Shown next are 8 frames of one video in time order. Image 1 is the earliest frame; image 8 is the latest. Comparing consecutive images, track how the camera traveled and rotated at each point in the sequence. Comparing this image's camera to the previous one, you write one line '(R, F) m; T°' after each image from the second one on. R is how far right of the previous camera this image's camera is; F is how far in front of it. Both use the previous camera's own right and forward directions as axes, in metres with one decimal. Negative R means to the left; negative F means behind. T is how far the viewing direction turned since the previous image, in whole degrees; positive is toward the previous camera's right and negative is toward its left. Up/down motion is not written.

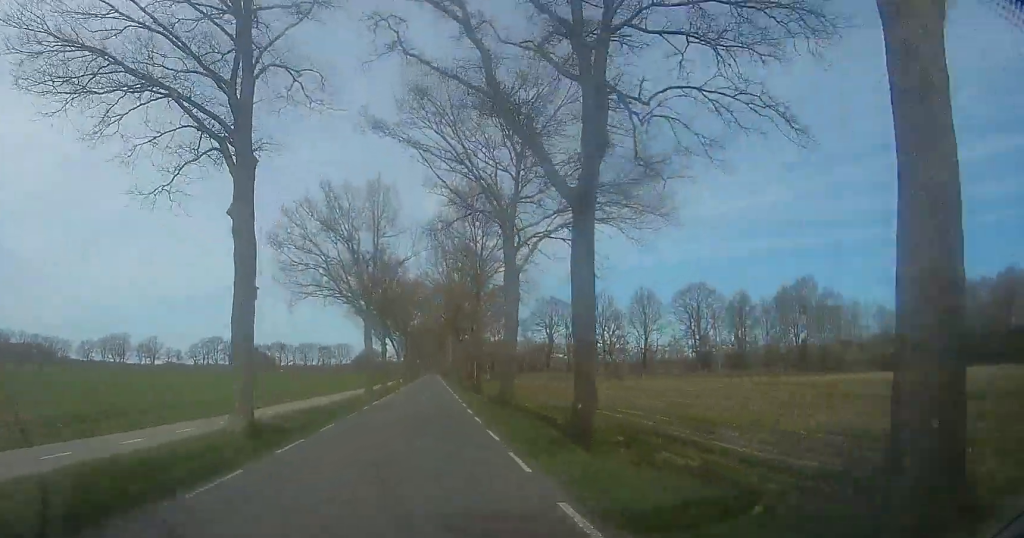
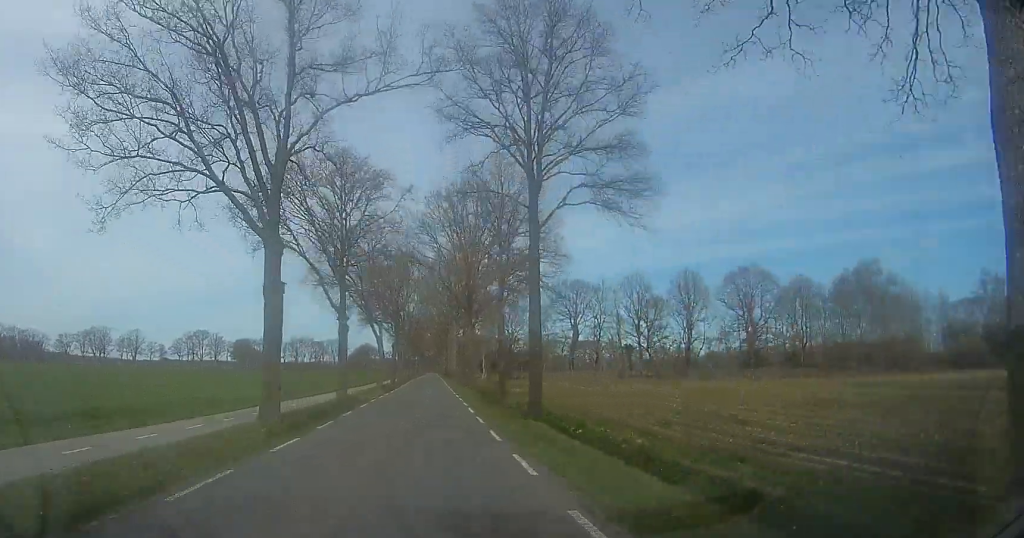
(+0.5, +20.4) m; +1°
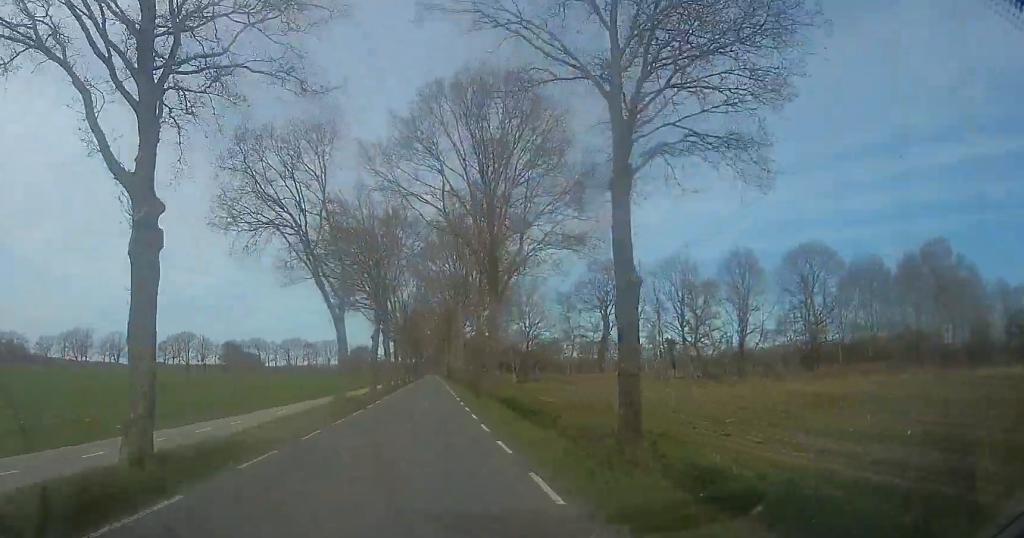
(0.0, +17.5) m; -1°
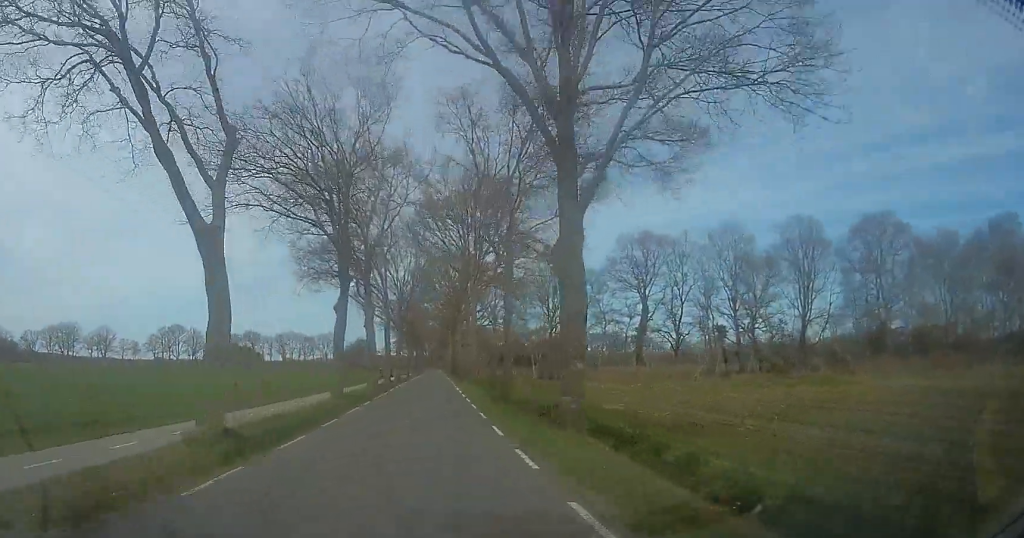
(-0.2, +14.1) m; 0°
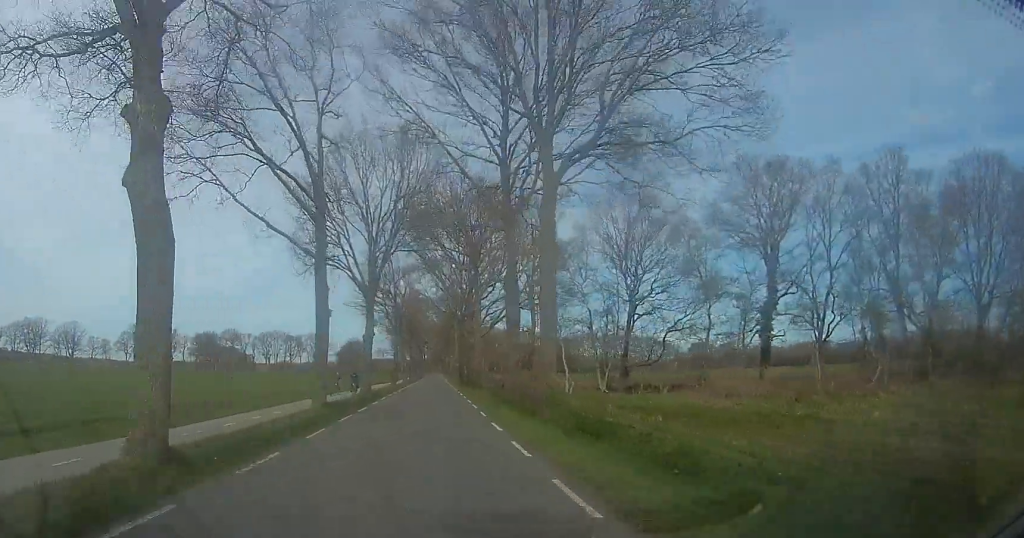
(+1.1, +26.4) m; +1°
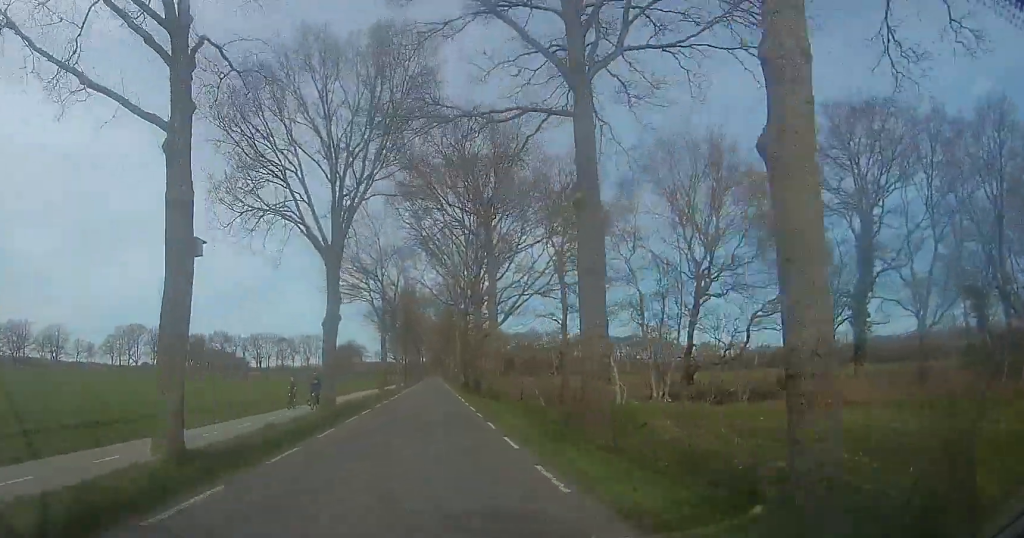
(-0.6, +10.5) m; -1°
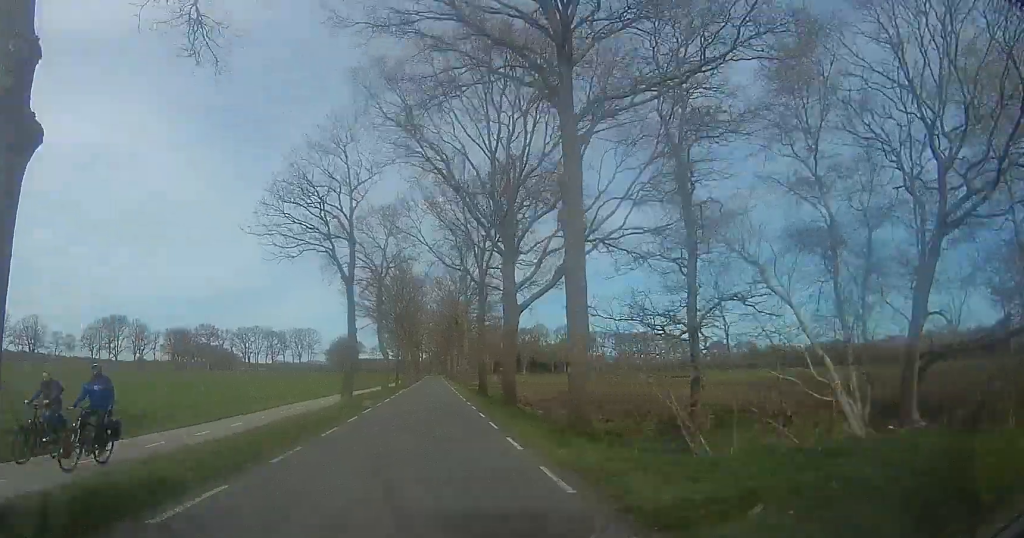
(-0.5, +15.8) m; -1°
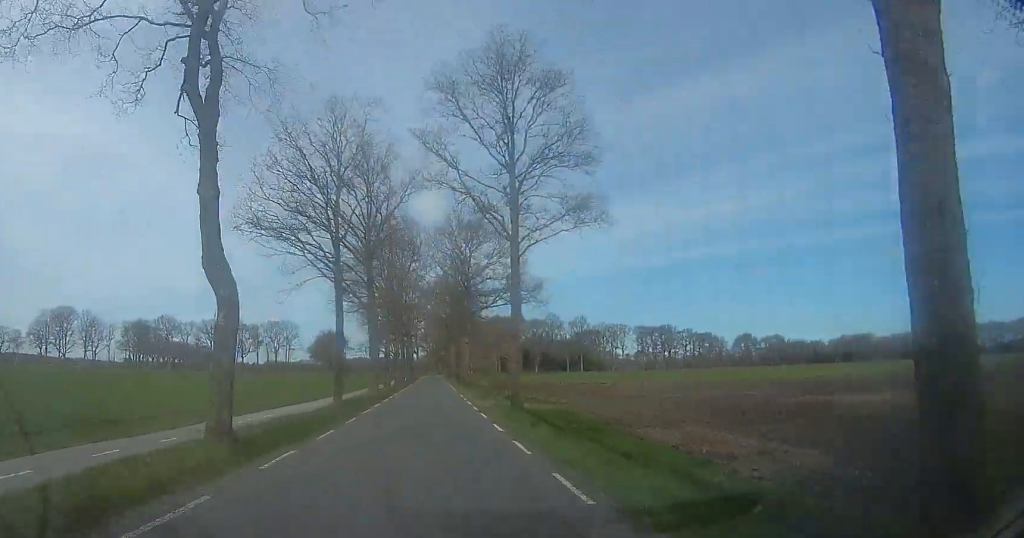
(+0.2, +32.4) m; +3°
